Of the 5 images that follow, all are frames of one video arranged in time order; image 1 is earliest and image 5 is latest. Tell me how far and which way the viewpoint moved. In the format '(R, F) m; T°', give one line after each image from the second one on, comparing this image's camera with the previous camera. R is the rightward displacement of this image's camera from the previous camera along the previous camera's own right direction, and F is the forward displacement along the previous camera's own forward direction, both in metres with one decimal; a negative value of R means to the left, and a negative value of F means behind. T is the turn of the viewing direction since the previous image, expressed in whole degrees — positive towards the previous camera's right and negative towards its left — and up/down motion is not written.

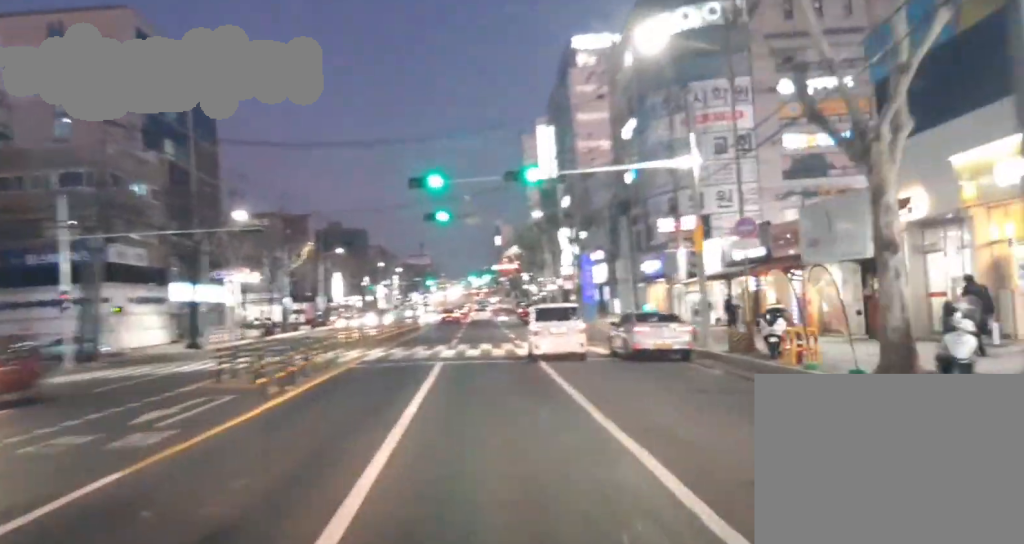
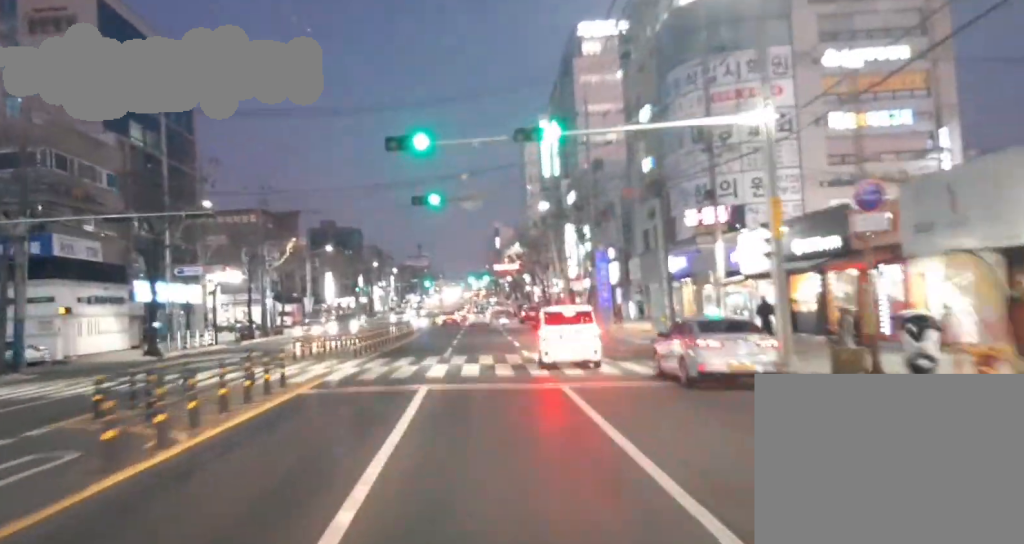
(+0.1, +7.8) m; 0°
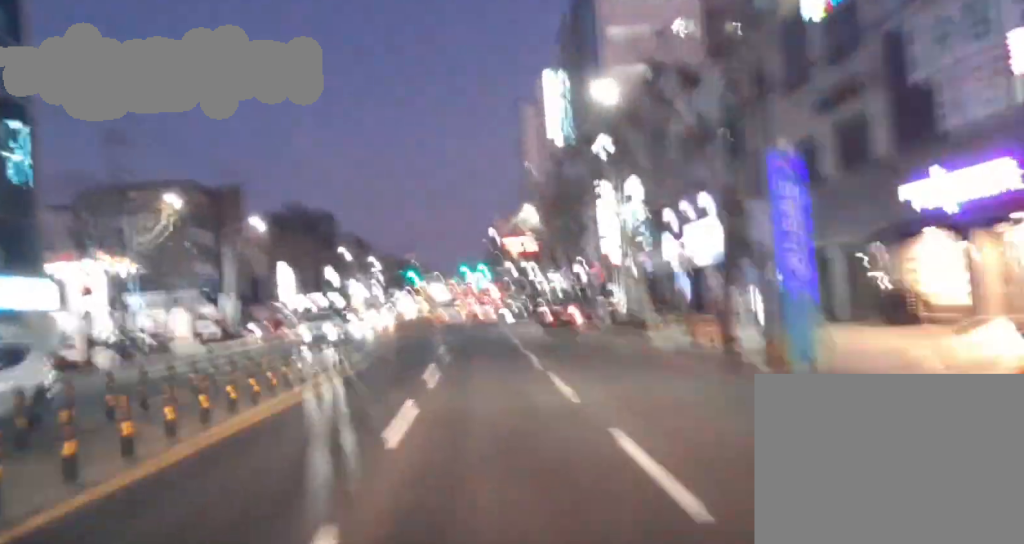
(-0.6, +32.5) m; -1°
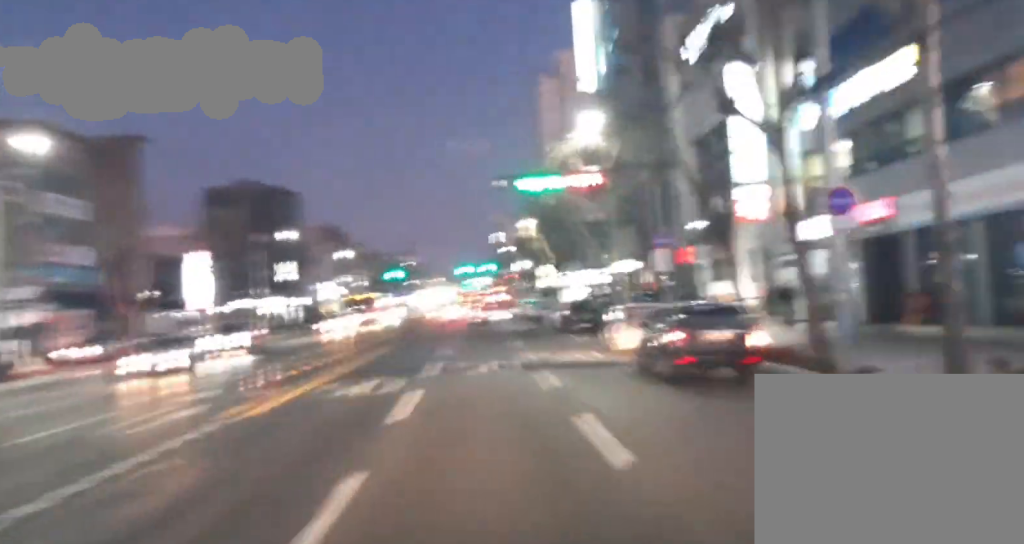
(0.0, +35.4) m; -1°
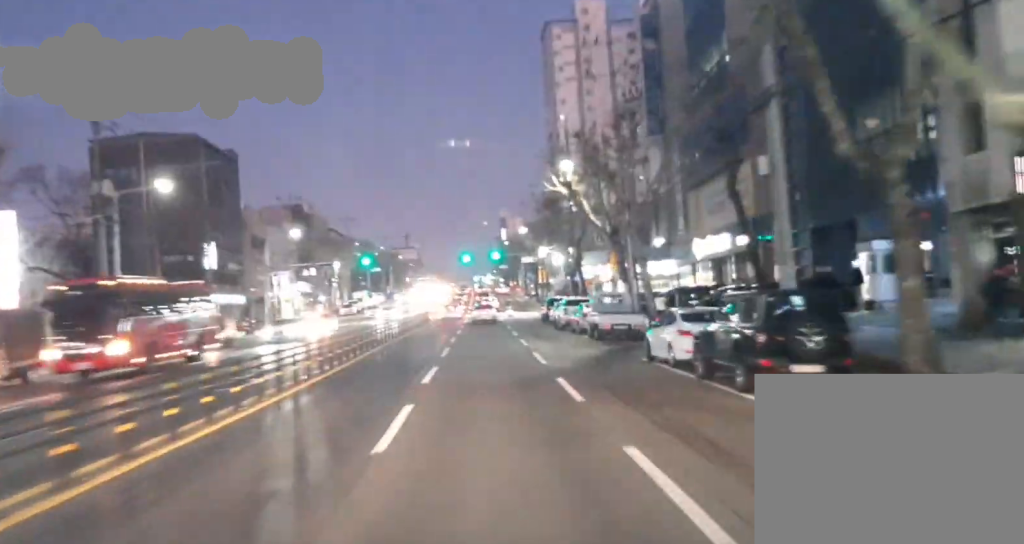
(-0.6, +33.4) m; -1°
